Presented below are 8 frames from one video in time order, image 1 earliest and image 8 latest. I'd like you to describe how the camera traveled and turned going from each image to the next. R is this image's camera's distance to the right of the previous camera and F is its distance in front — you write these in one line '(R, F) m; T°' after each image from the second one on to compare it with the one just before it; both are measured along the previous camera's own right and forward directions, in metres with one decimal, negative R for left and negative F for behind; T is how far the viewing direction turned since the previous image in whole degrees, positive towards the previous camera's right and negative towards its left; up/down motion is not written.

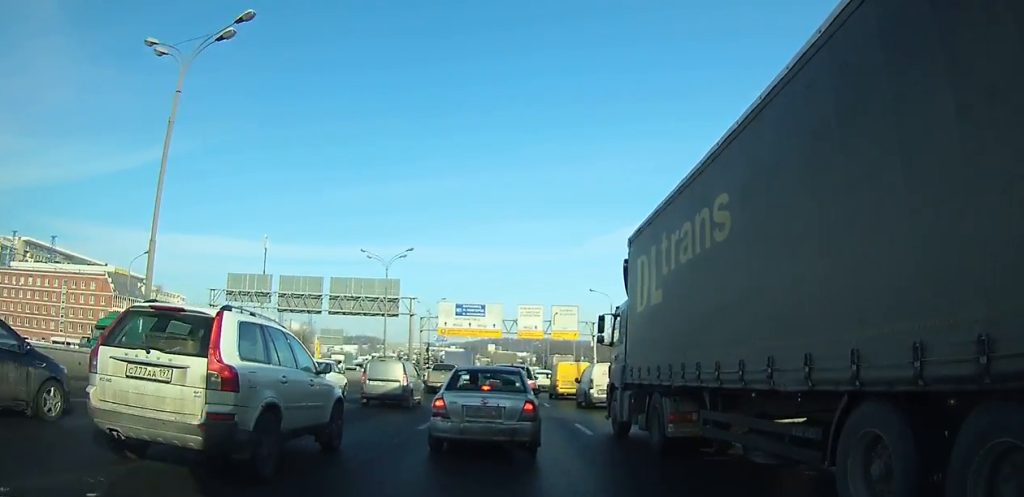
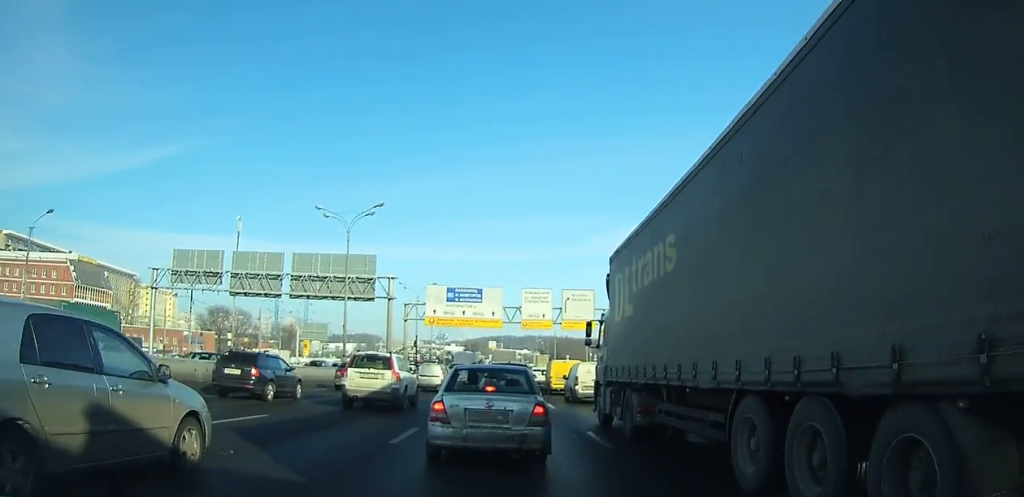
(0.0, +13.5) m; 0°
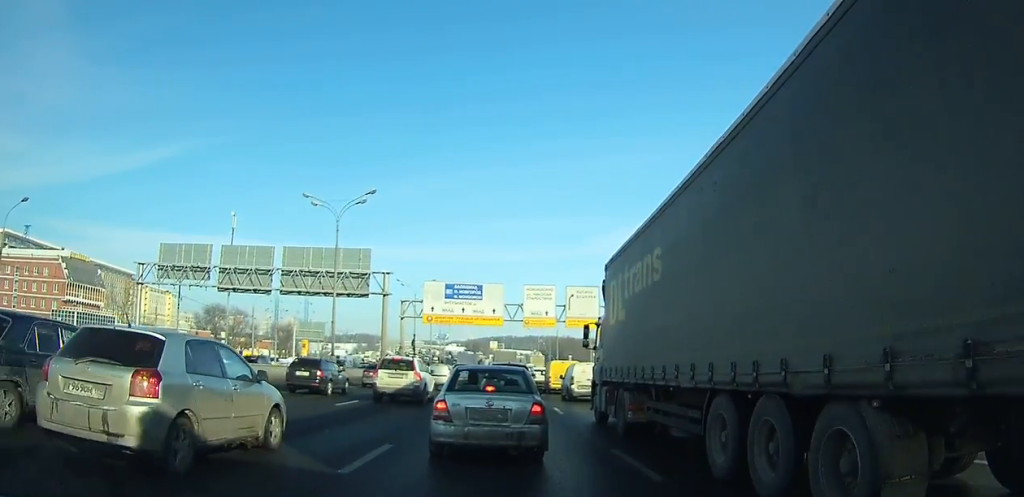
(0.0, +3.4) m; 0°
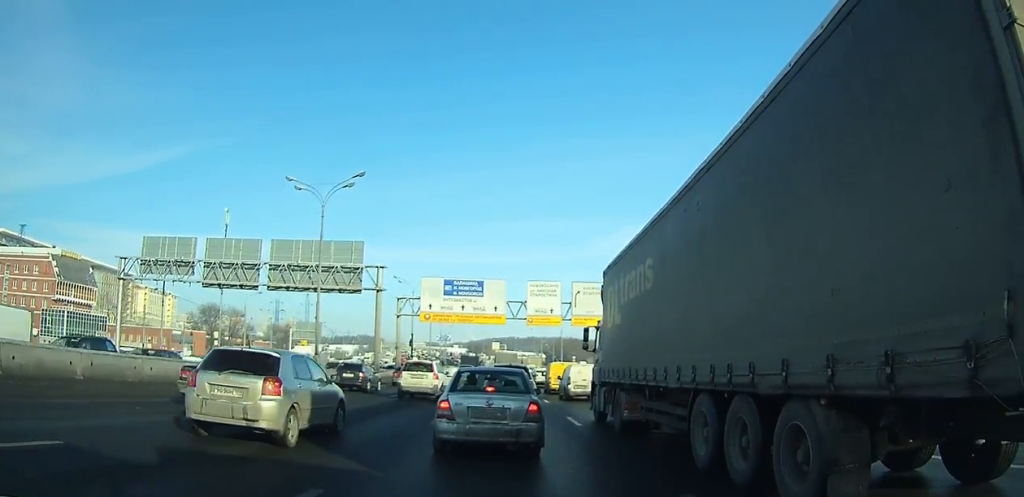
(0.0, +4.2) m; 0°
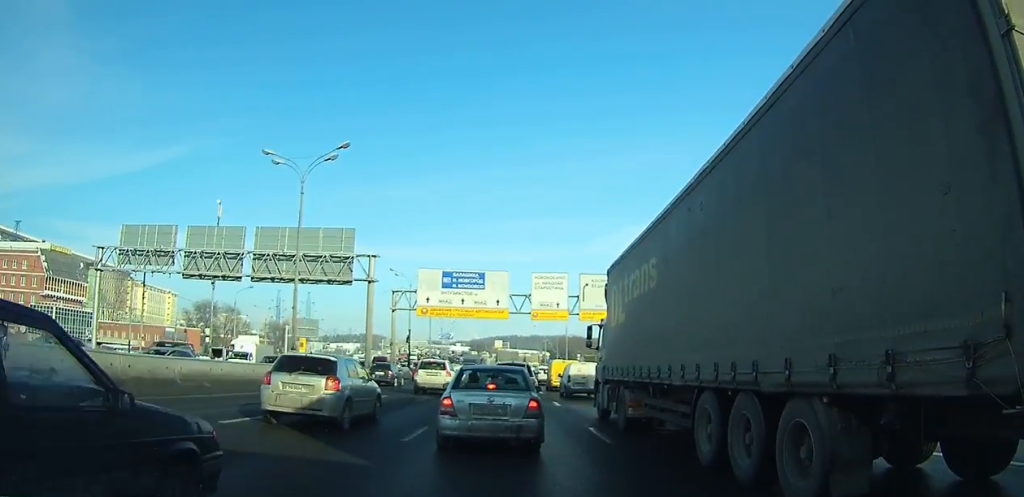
(0.0, +3.9) m; 0°
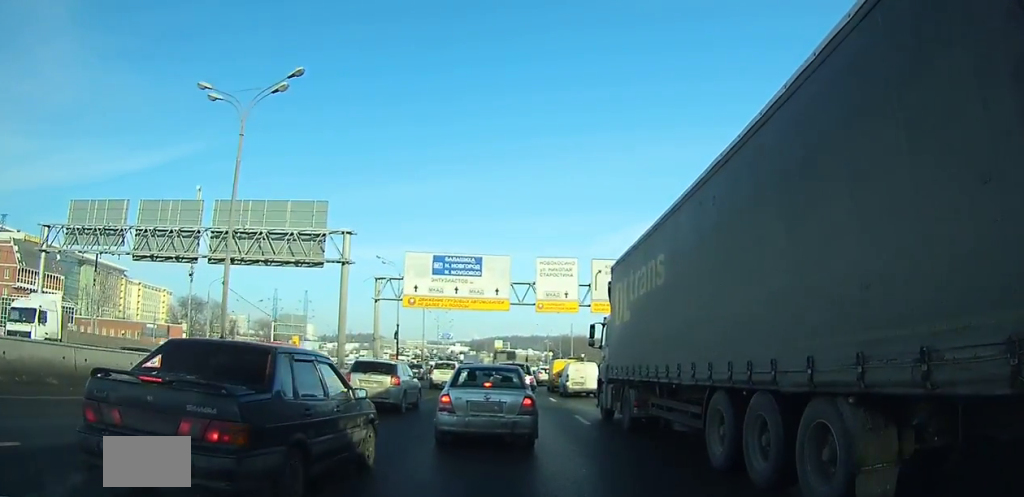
(0.0, +8.0) m; 0°
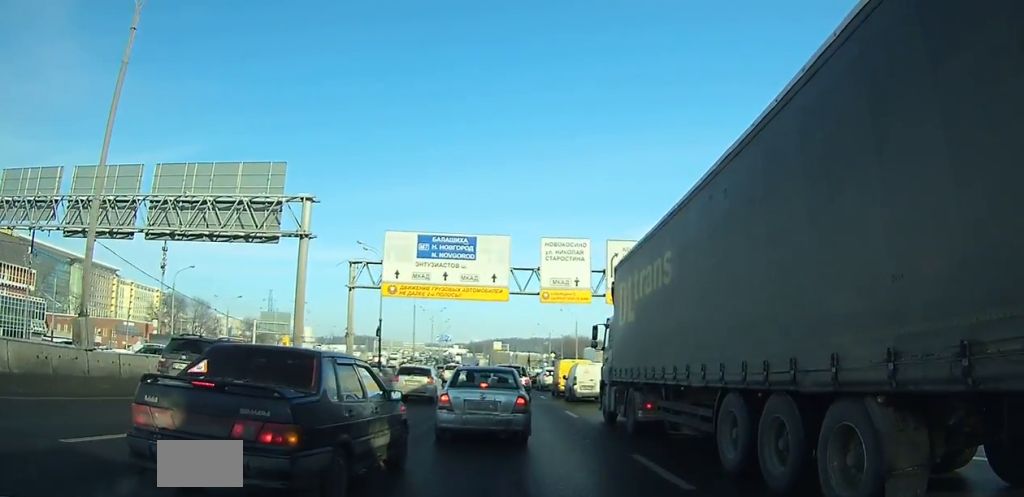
(0.0, +9.1) m; 0°
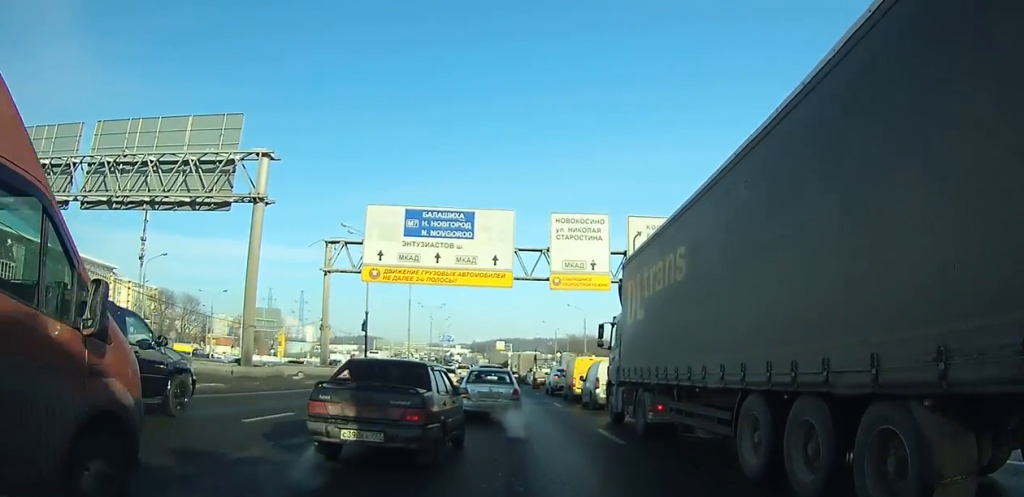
(-0.1, +11.5) m; -1°
